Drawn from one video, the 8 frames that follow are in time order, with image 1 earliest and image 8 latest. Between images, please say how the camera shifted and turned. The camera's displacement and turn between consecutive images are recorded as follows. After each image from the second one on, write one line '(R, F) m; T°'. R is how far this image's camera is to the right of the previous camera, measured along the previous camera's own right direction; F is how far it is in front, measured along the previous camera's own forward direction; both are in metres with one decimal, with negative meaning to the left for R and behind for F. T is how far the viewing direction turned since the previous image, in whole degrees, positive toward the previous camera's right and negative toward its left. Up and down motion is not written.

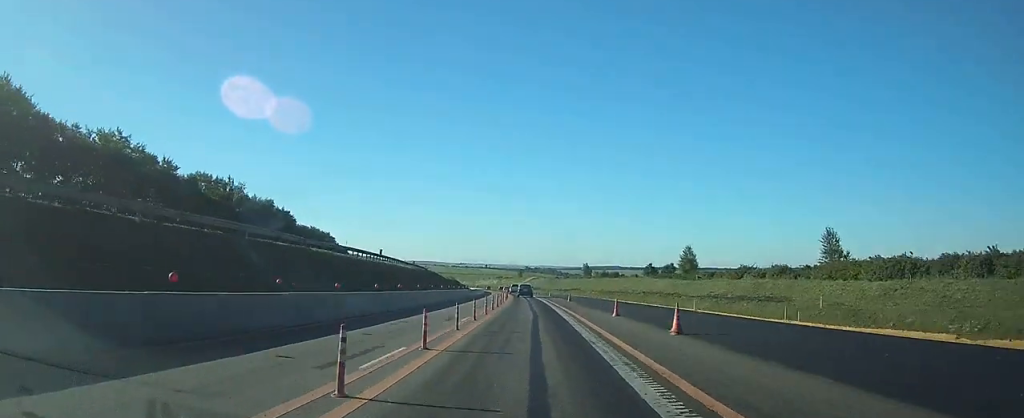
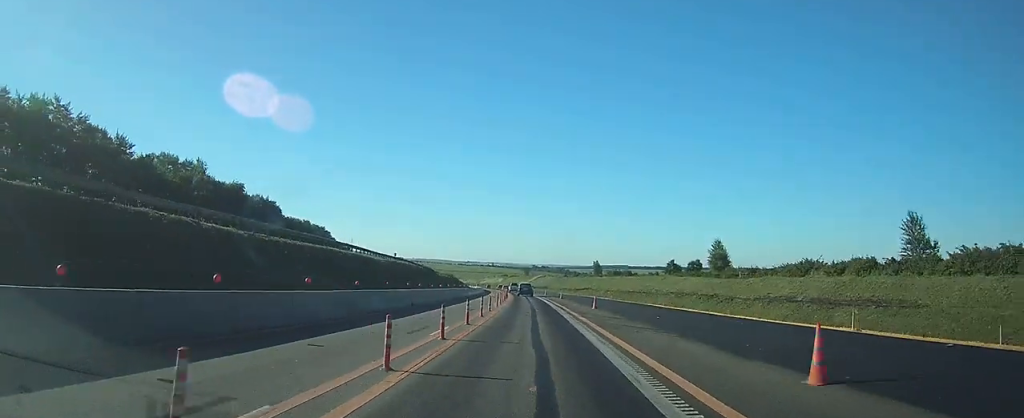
(-0.2, +18.0) m; -1°
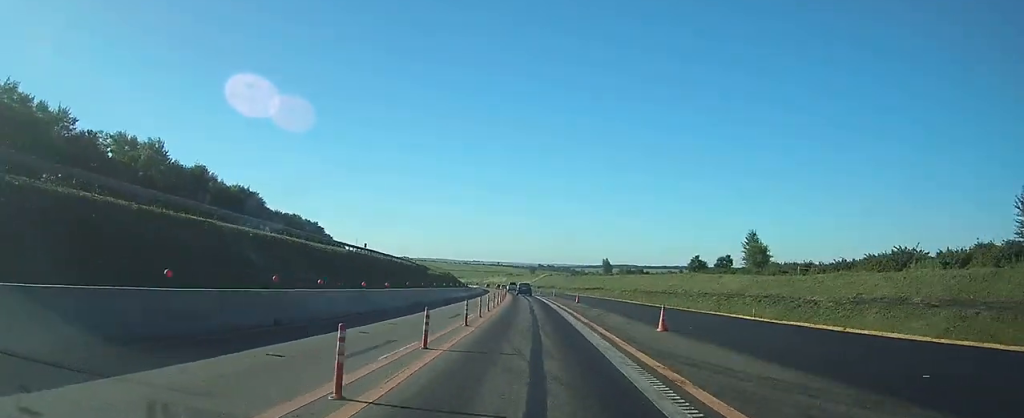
(-0.1, +17.3) m; -1°
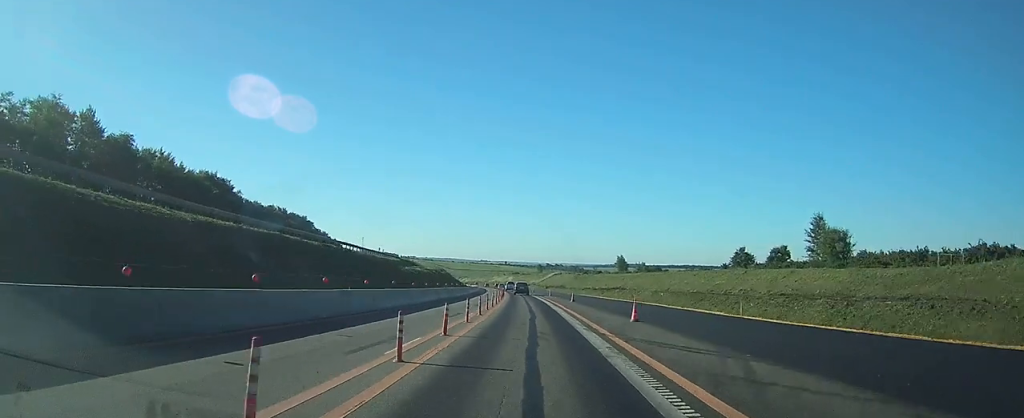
(-0.1, +23.4) m; -1°
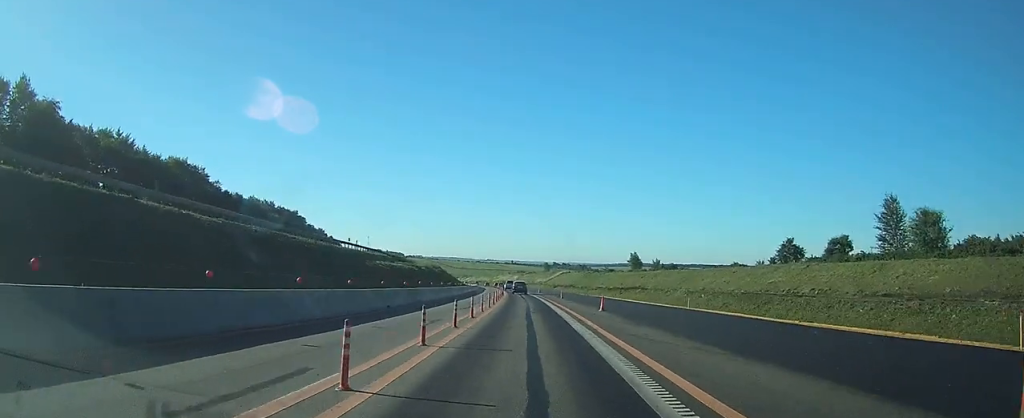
(-0.1, +17.3) m; -1°
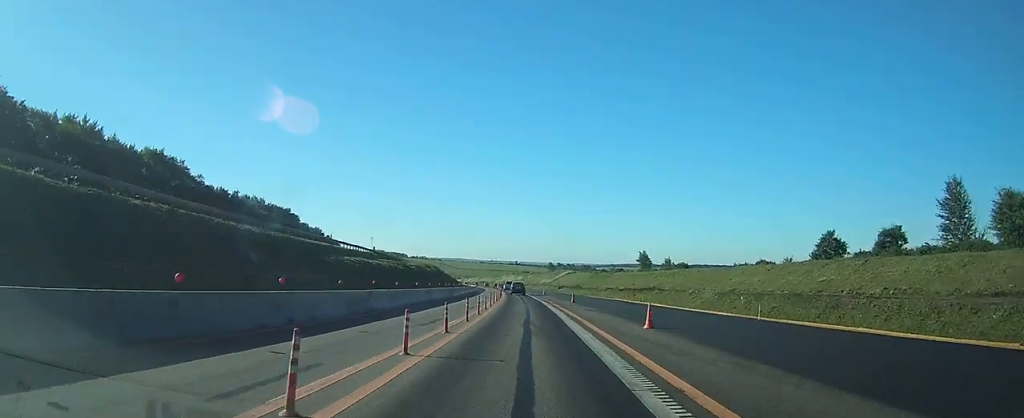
(0.0, +11.3) m; 0°
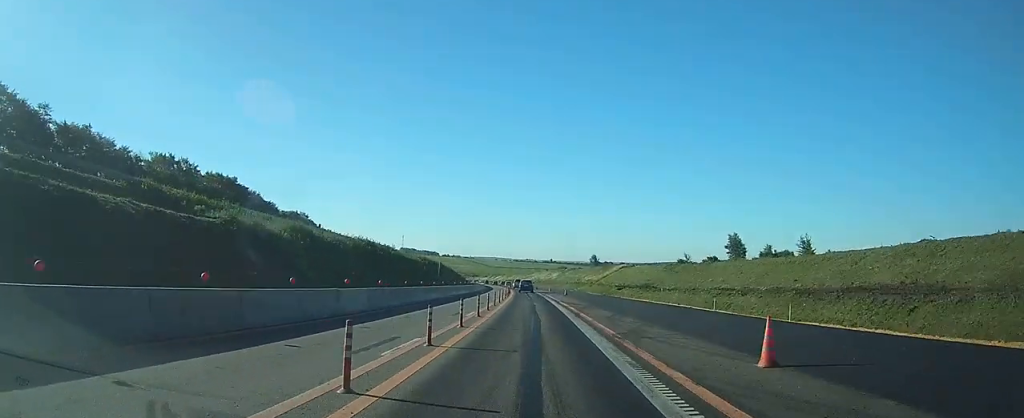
(-1.9, +68.1) m; -3°
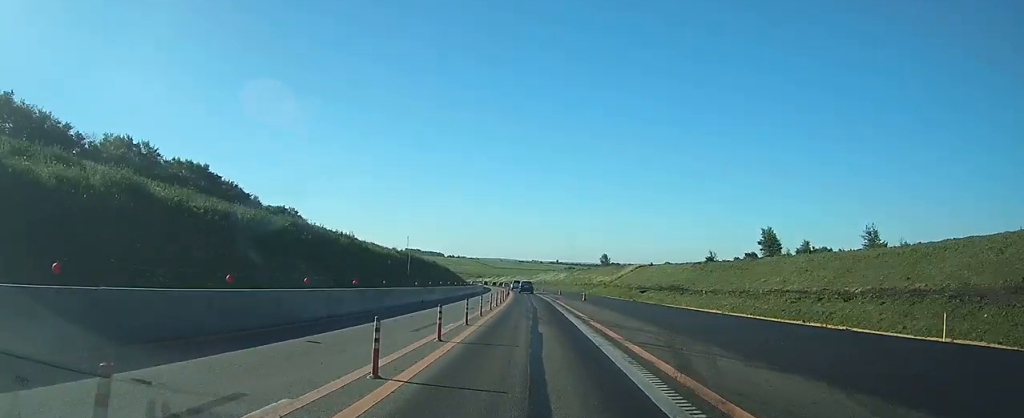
(-0.2, +18.9) m; -1°
